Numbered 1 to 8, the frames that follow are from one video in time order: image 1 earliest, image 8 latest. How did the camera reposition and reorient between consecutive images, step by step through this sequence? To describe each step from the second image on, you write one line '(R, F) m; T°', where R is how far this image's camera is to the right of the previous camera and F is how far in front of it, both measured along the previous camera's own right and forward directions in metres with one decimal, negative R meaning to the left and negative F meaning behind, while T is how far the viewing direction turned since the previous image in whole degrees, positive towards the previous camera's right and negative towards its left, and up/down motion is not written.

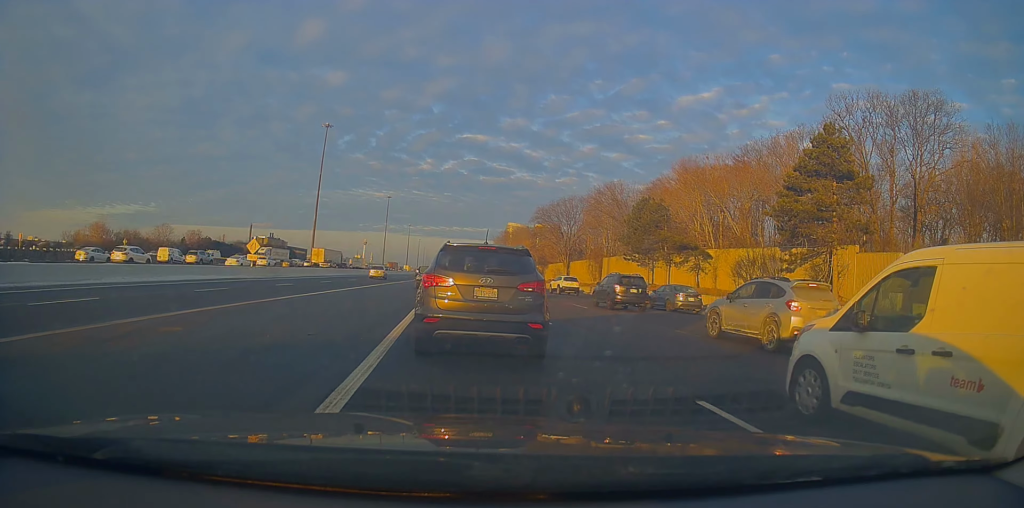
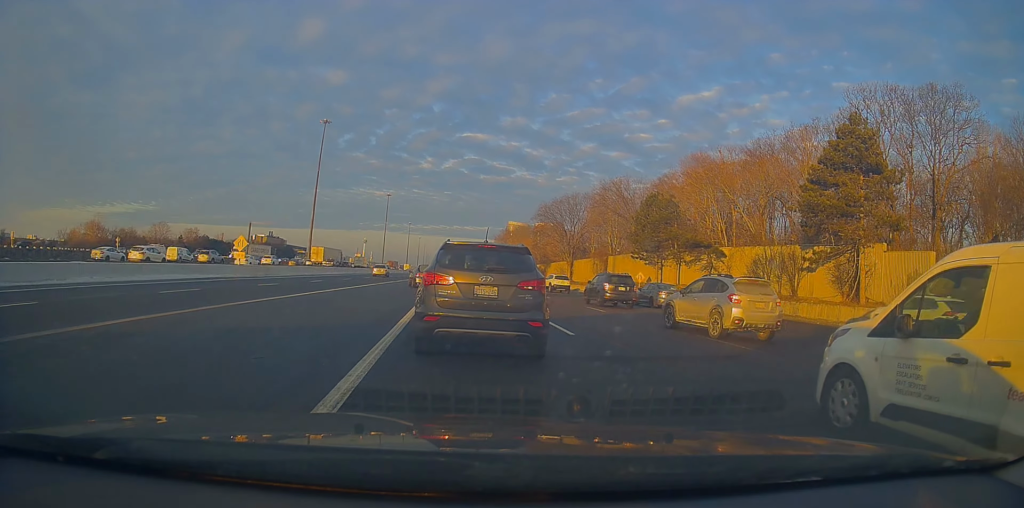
(0.0, +3.0) m; 0°
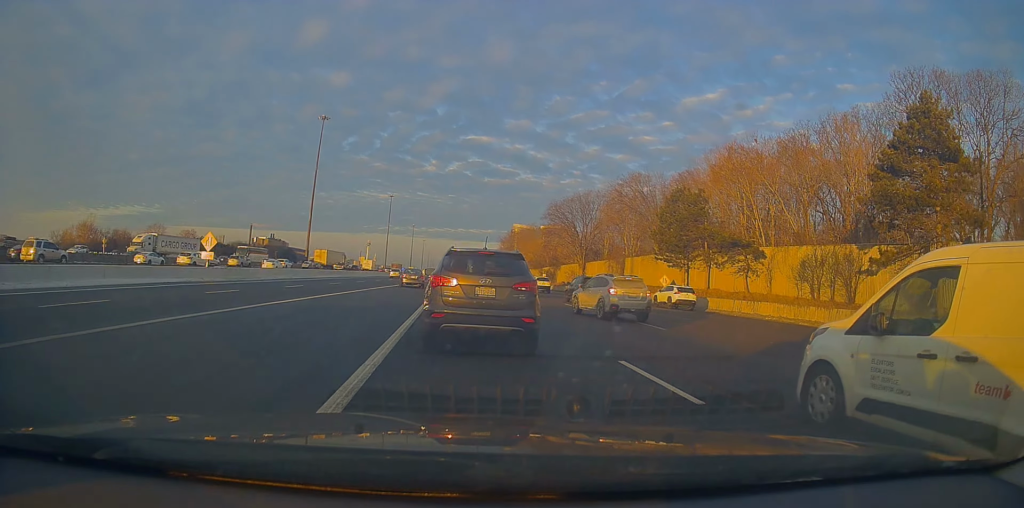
(-0.1, +7.4) m; -2°
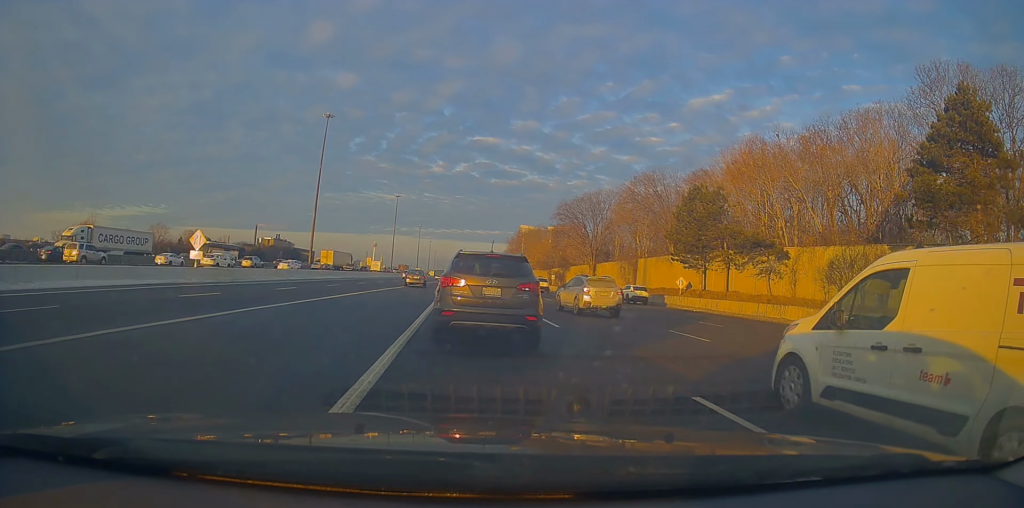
(-0.1, +2.8) m; -1°
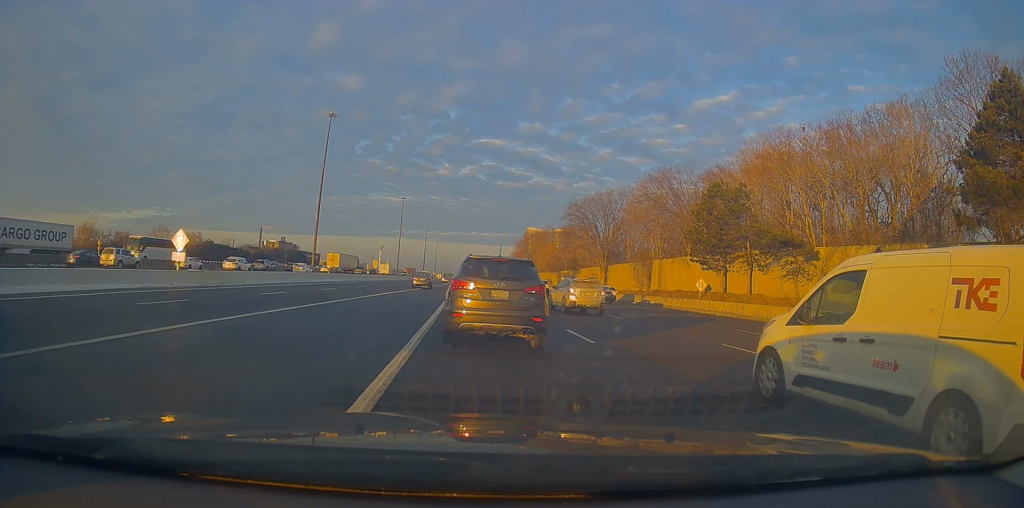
(0.0, +3.1) m; -2°
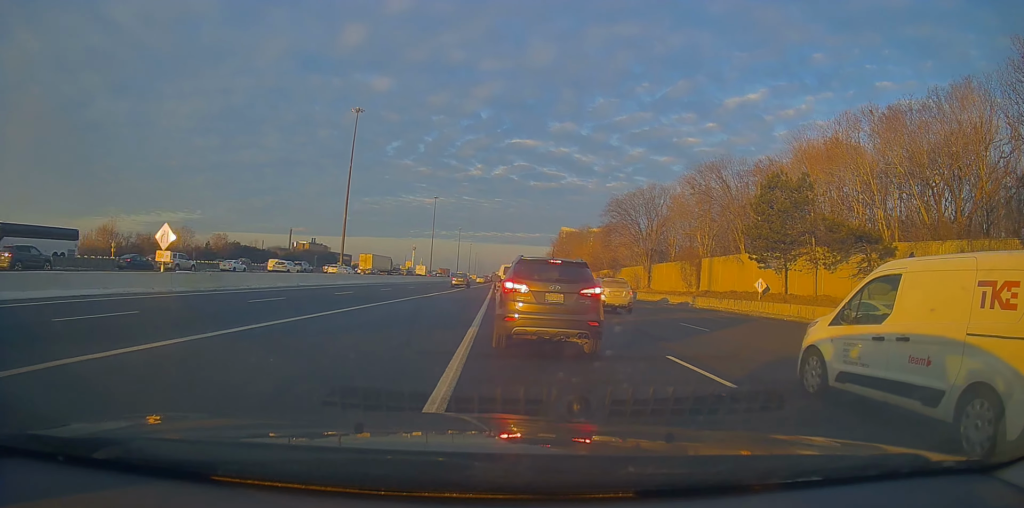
(-0.1, +4.5) m; -4°
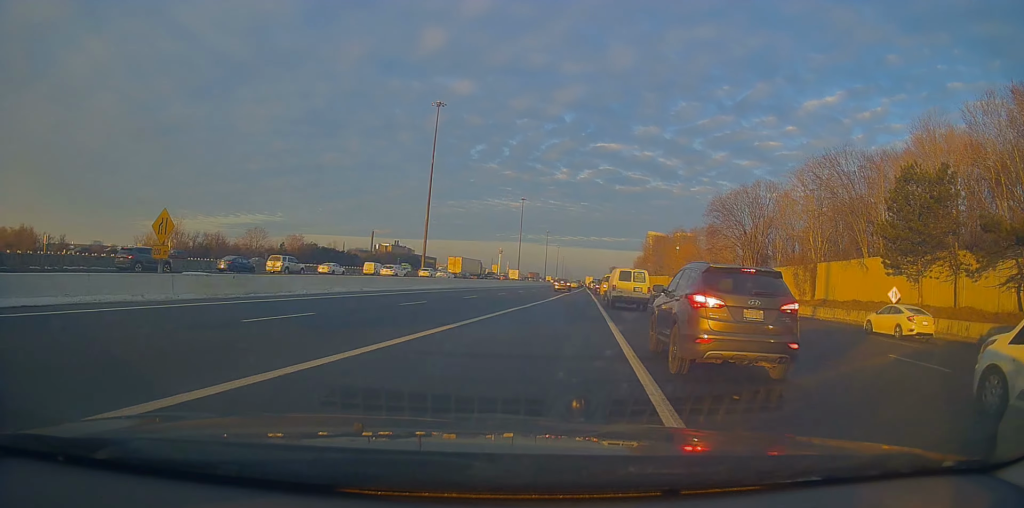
(-0.5, +6.6) m; -7°
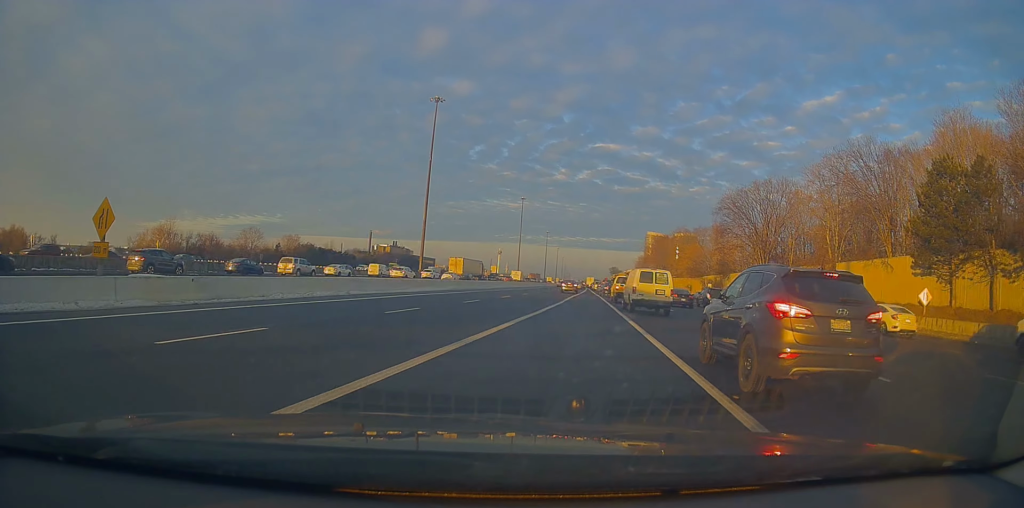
(-0.1, +3.4) m; -2°
